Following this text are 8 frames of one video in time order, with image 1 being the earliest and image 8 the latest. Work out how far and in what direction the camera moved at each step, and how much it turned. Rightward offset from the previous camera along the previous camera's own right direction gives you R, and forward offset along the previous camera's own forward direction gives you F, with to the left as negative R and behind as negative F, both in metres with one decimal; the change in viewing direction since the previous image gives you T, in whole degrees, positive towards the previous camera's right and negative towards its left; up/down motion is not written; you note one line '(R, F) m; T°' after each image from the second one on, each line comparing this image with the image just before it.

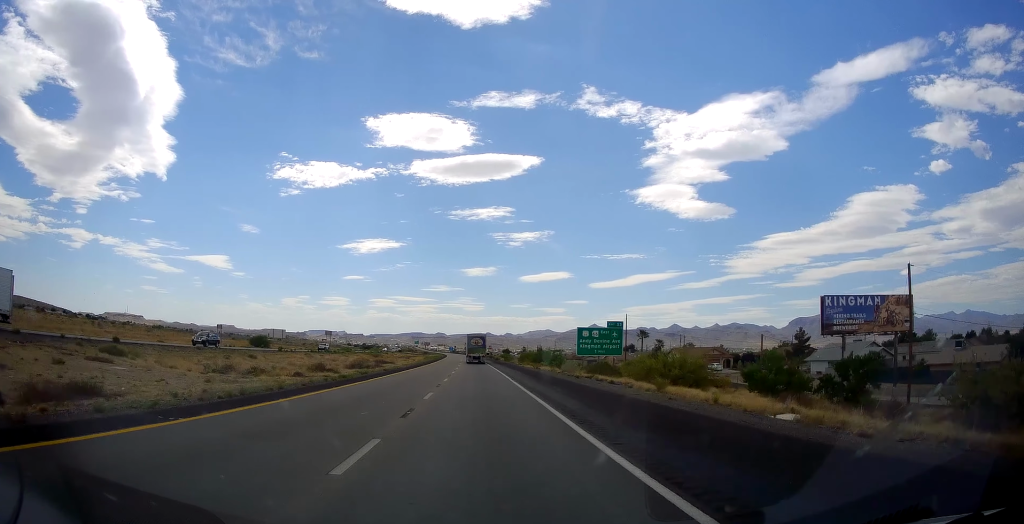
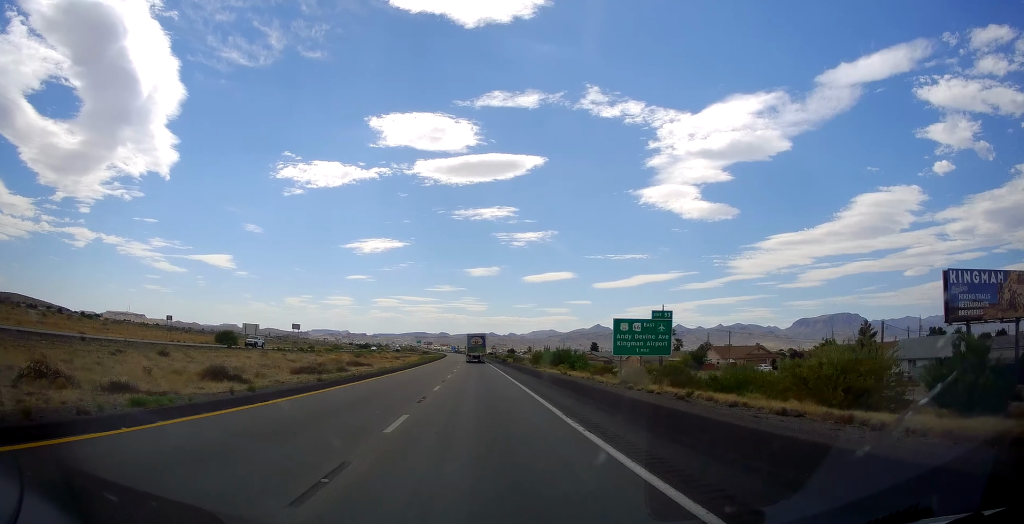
(-0.2, +19.1) m; 0°
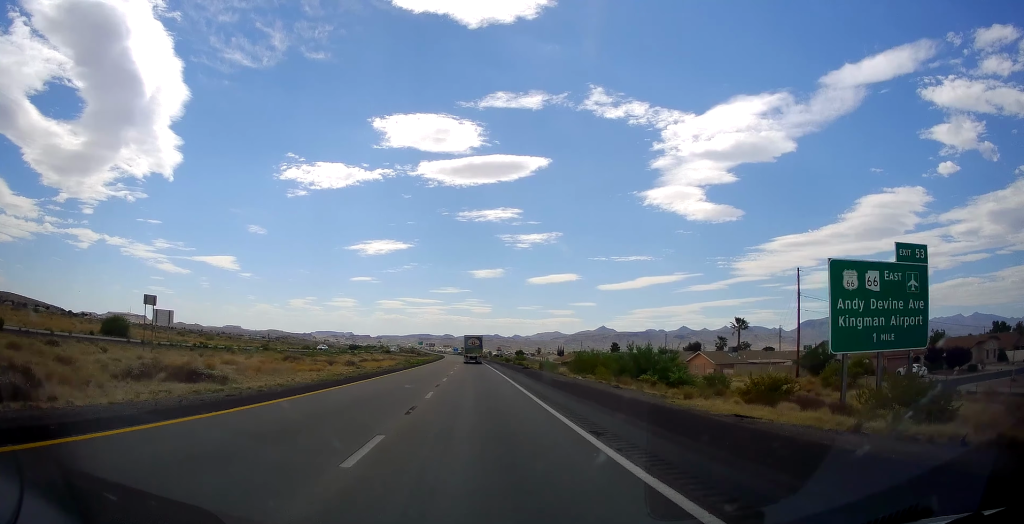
(+0.3, +34.2) m; 0°
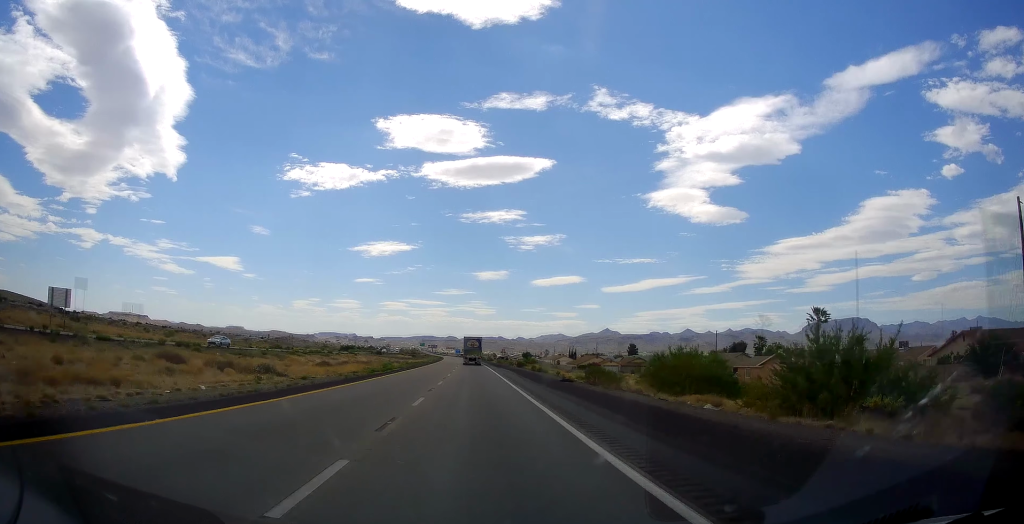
(-0.1, +21.7) m; -1°
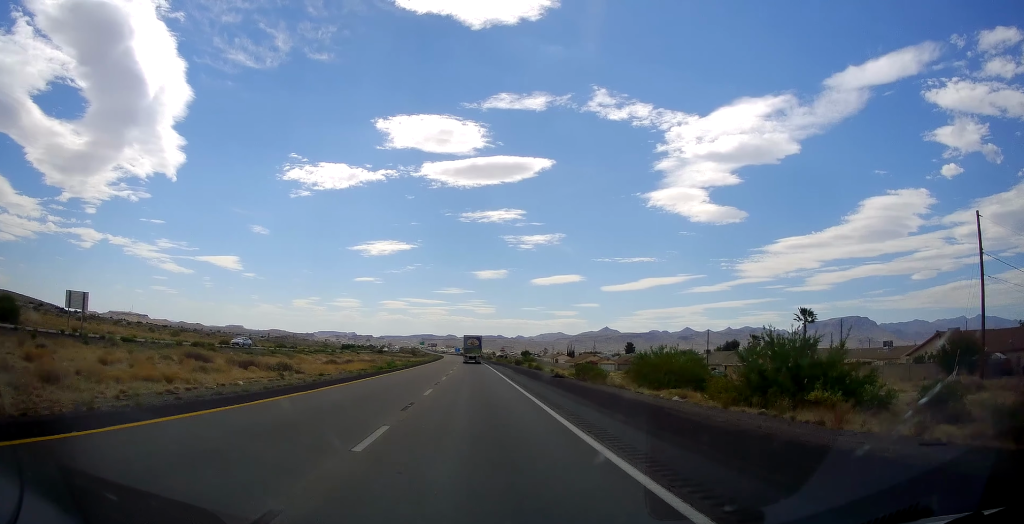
(-0.1, +20.2) m; -1°
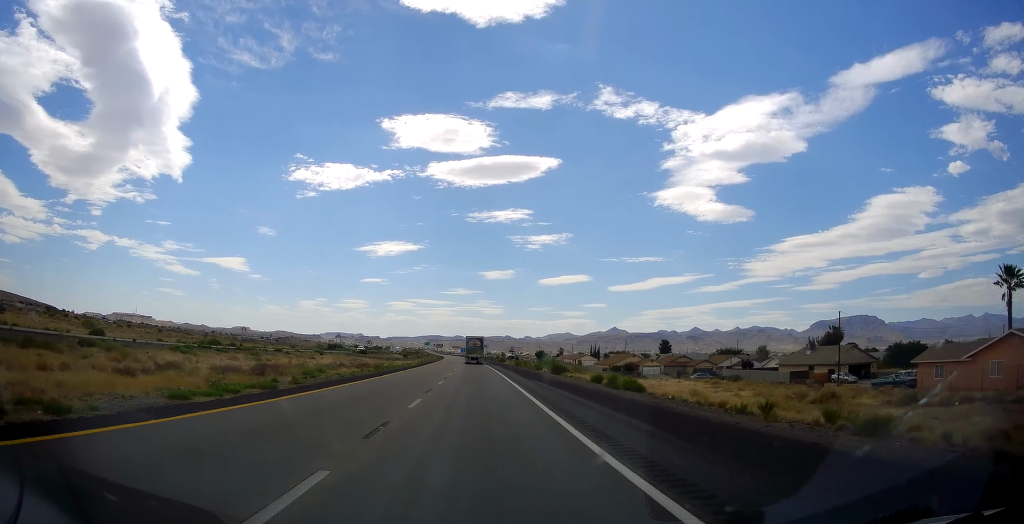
(-0.5, +37.3) m; -1°
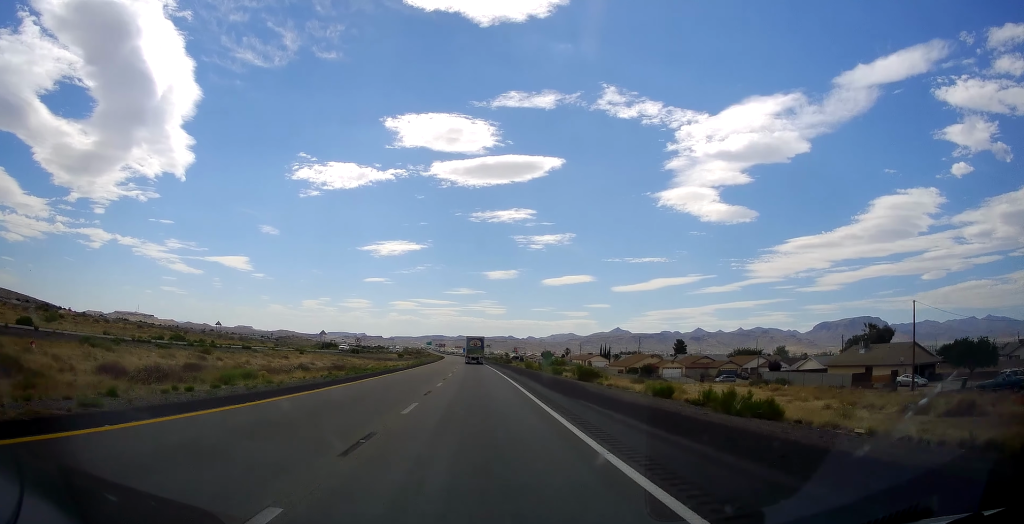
(+0.1, +13.3) m; 0°
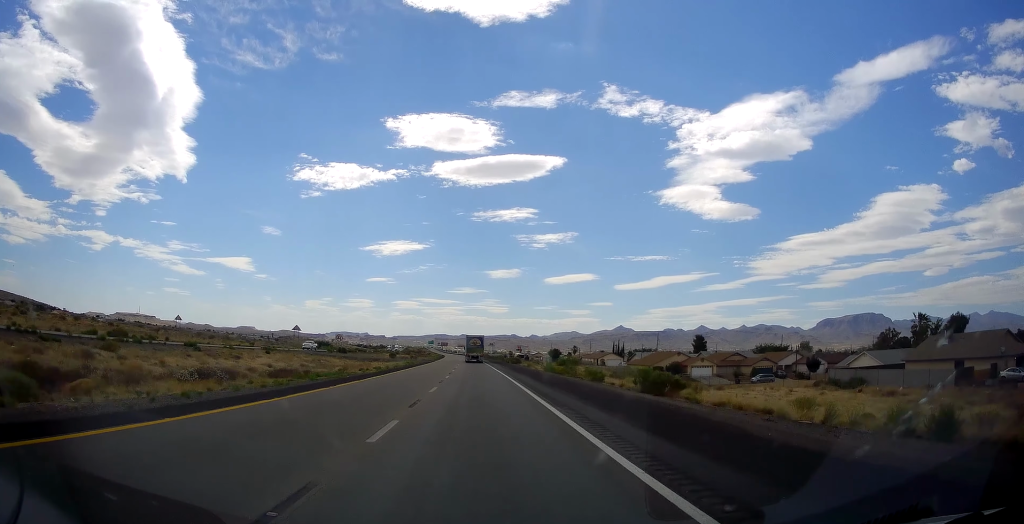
(+0.3, +16.1) m; 0°
